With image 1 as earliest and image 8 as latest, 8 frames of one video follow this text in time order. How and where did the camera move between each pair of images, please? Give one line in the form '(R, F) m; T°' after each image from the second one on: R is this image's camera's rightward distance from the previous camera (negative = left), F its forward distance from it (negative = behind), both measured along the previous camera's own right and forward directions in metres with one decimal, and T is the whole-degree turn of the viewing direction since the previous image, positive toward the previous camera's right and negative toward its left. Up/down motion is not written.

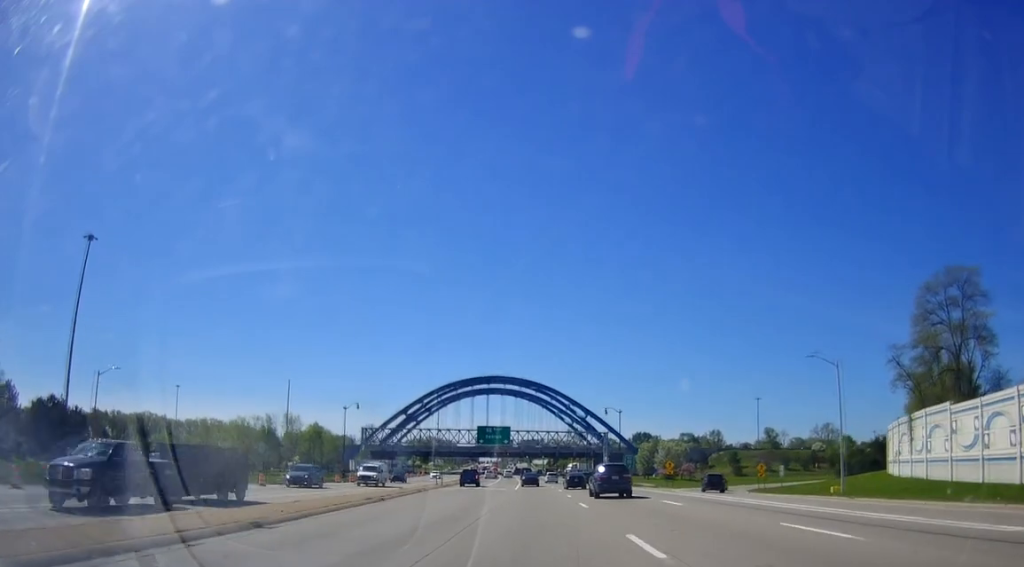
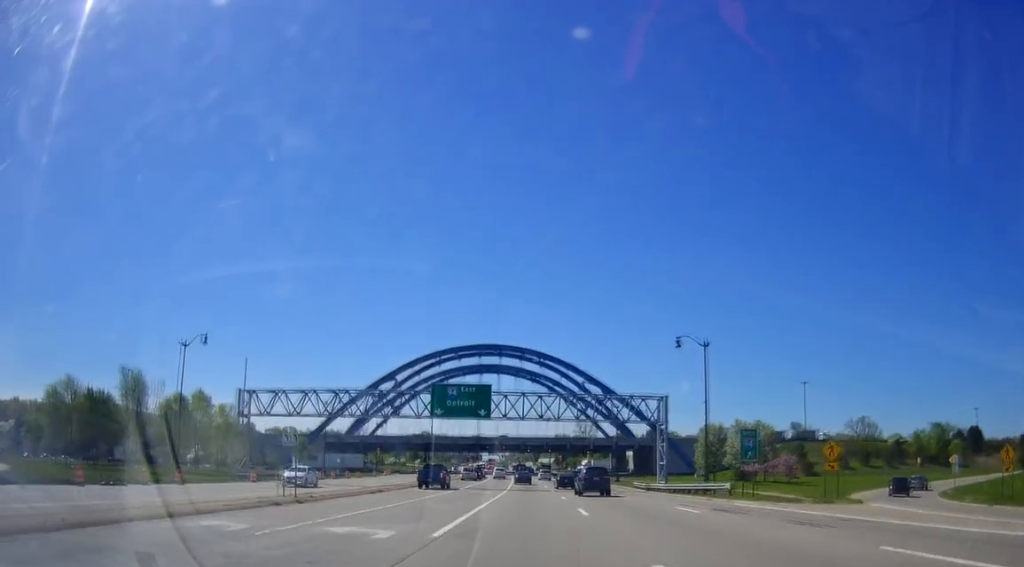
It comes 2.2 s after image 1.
(+0.7, +48.3) m; -1°
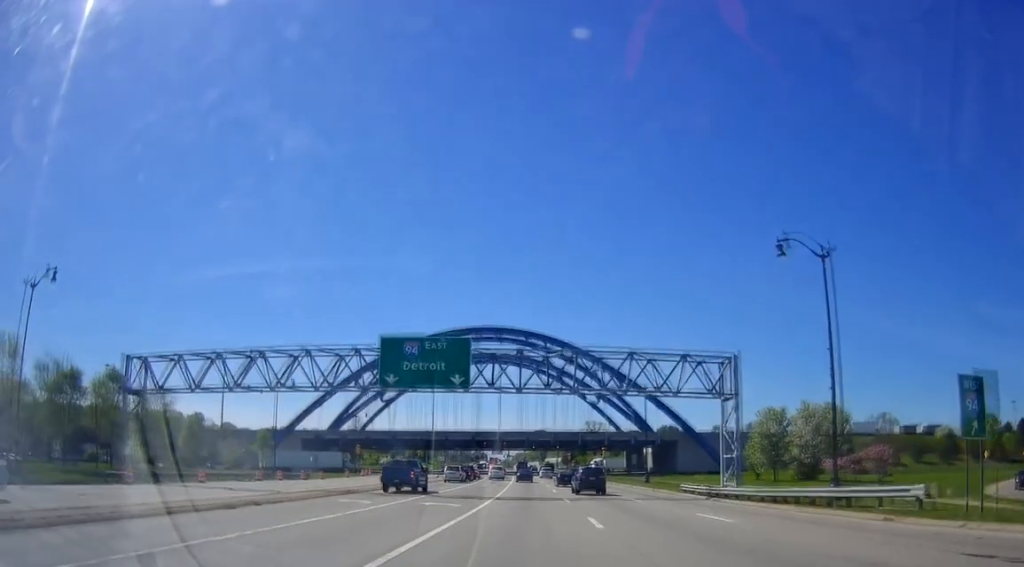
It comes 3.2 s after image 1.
(-0.4, +20.5) m; -1°
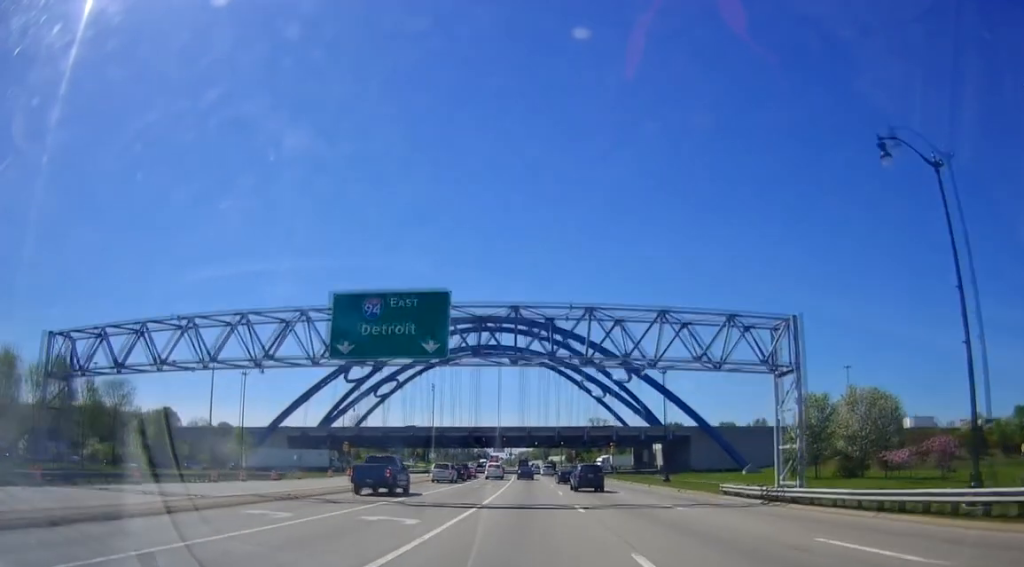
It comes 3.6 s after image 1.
(0.0, +9.5) m; 0°
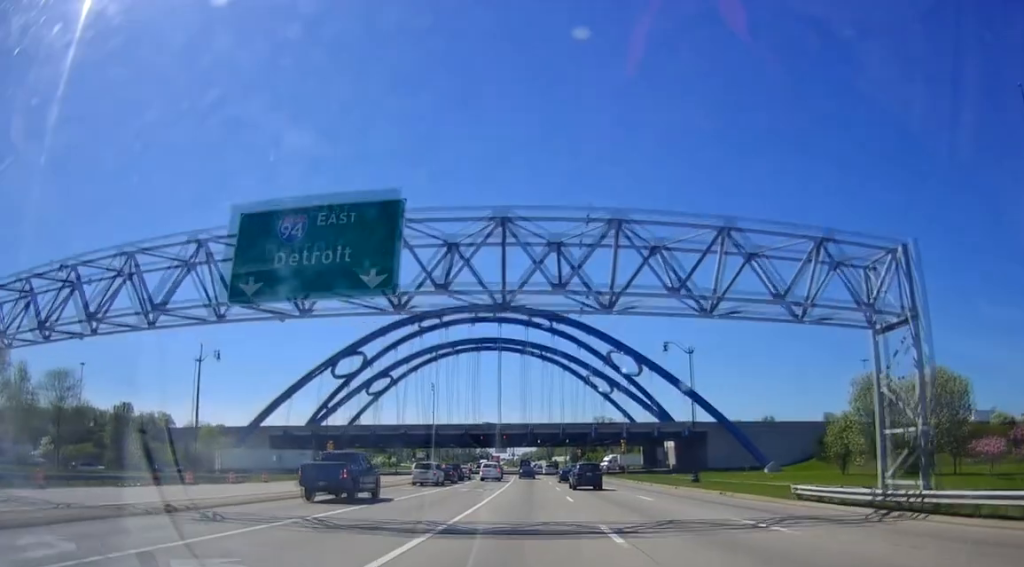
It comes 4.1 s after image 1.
(0.0, +10.4) m; -1°
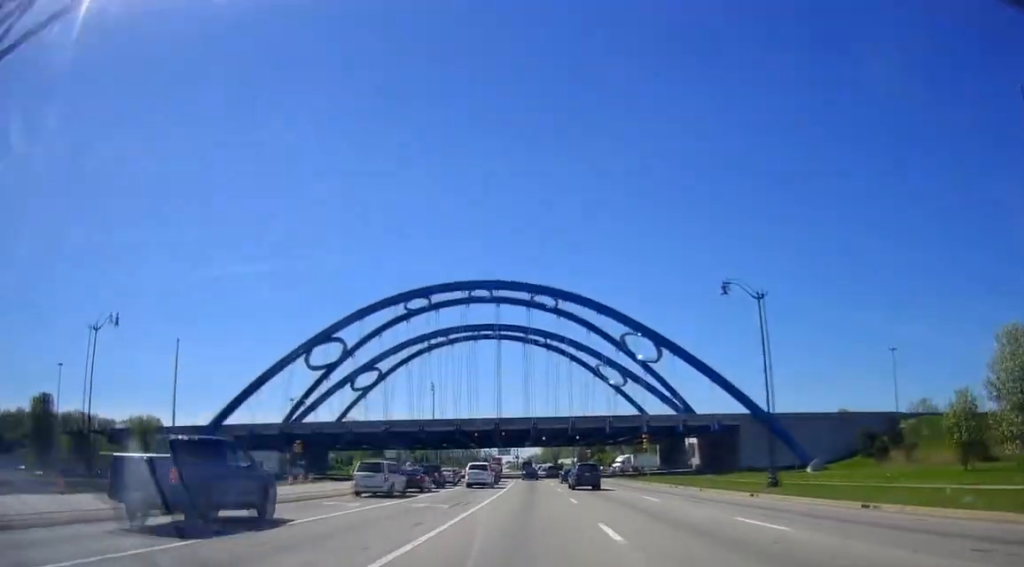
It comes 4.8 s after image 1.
(0.0, +16.5) m; -1°
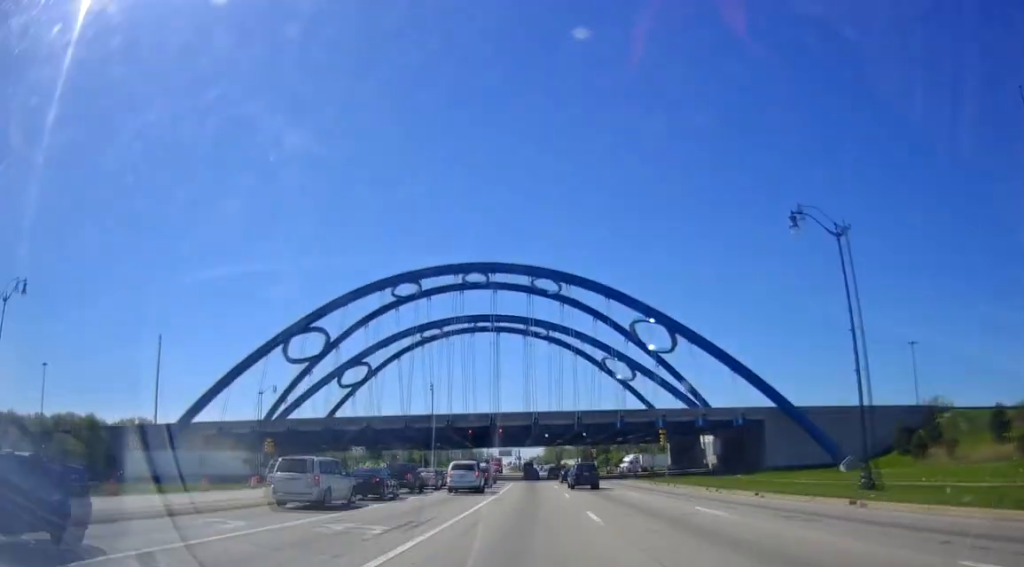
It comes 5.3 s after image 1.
(-0.2, +10.8) m; -1°
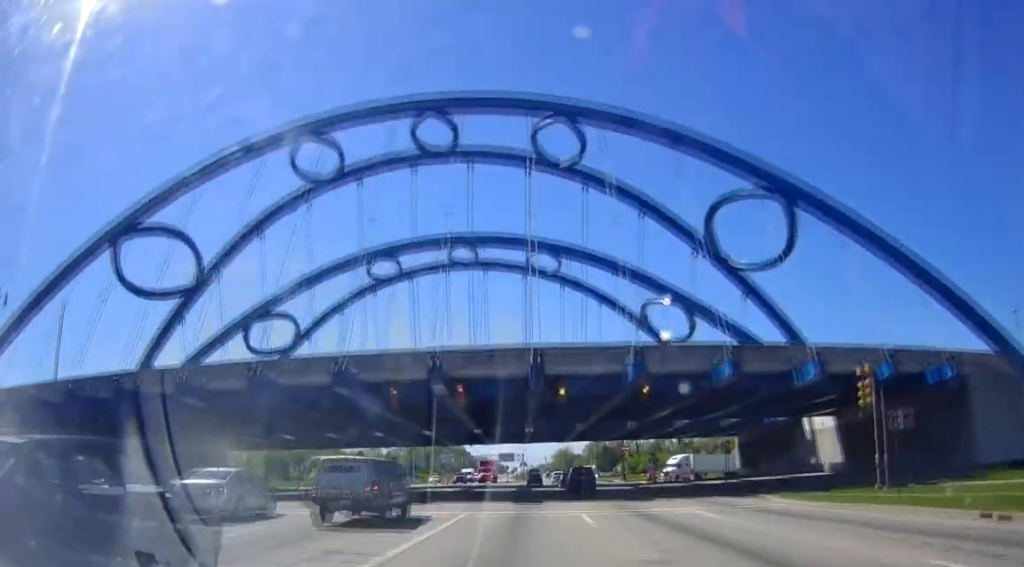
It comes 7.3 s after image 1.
(-0.4, +47.7) m; -1°
